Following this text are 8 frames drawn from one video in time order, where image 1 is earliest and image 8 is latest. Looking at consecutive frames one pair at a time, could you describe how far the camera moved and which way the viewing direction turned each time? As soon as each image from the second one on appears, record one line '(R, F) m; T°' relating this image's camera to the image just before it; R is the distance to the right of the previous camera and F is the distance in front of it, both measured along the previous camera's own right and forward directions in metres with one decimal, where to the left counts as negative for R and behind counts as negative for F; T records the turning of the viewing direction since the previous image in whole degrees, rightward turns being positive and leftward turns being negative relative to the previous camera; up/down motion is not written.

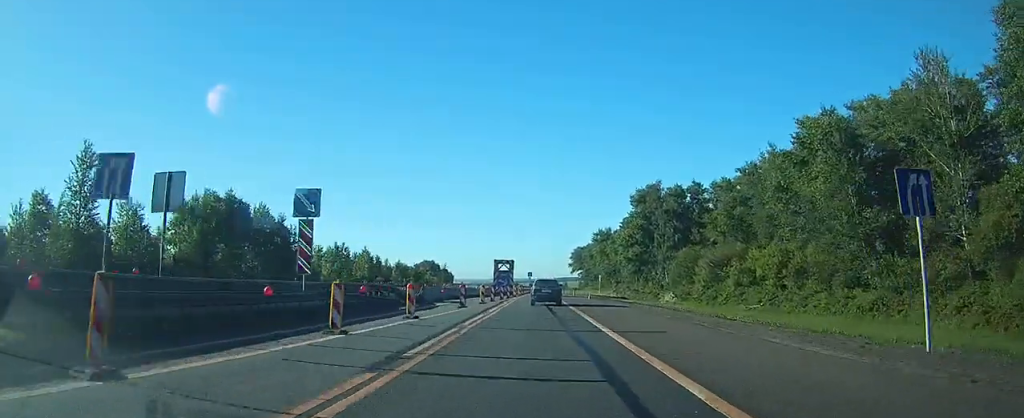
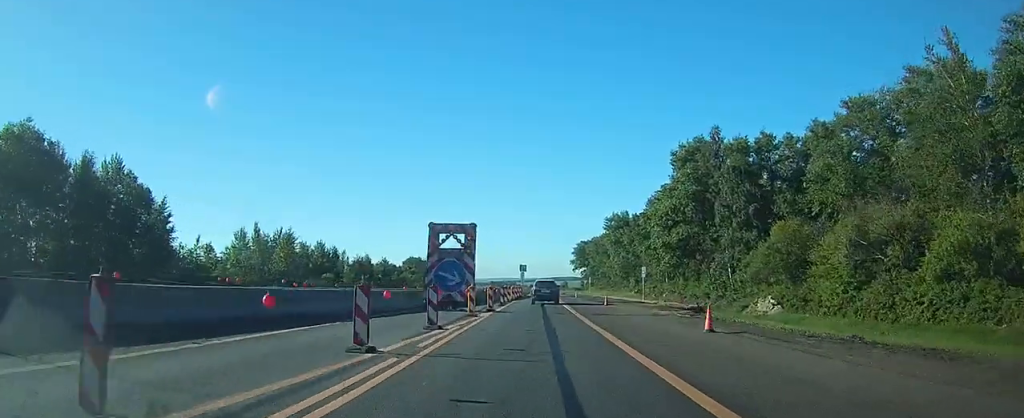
(-0.1, +39.1) m; 0°
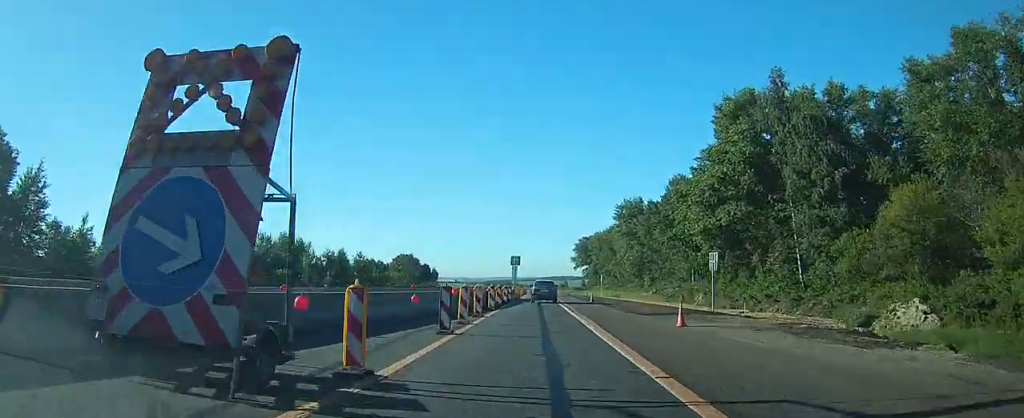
(0.0, +21.1) m; 0°
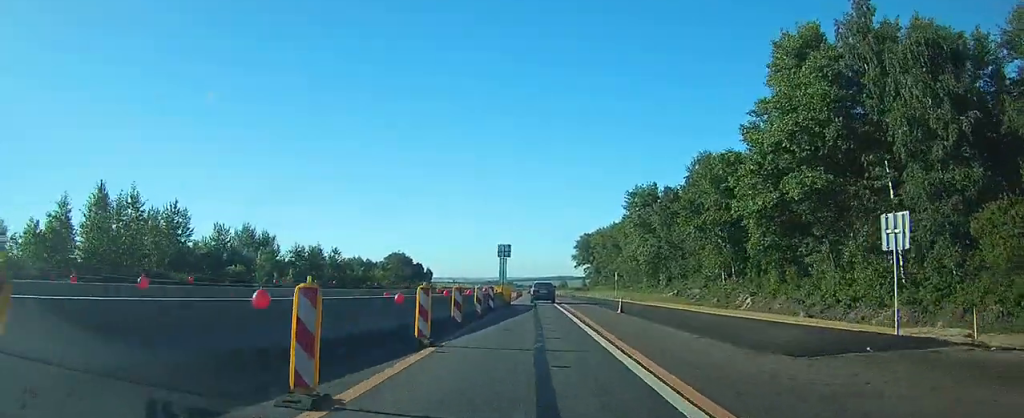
(0.0, +16.5) m; 0°
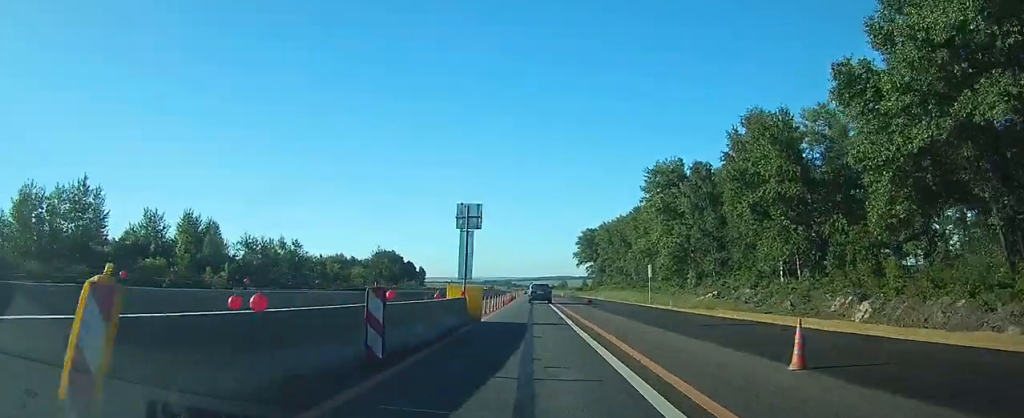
(0.0, +20.0) m; 0°
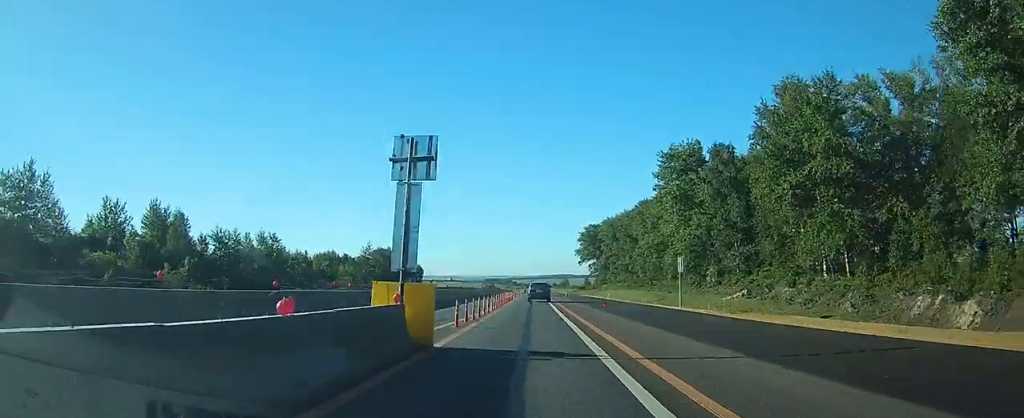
(0.0, +9.3) m; 0°
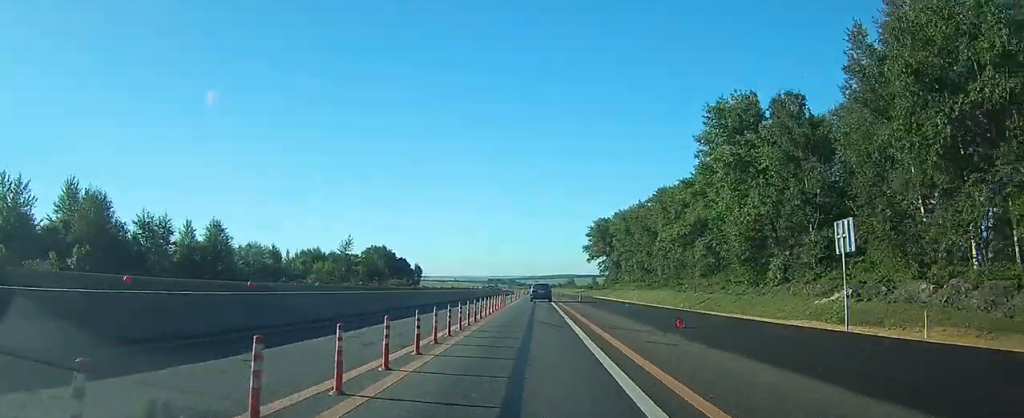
(0.0, +18.7) m; 0°
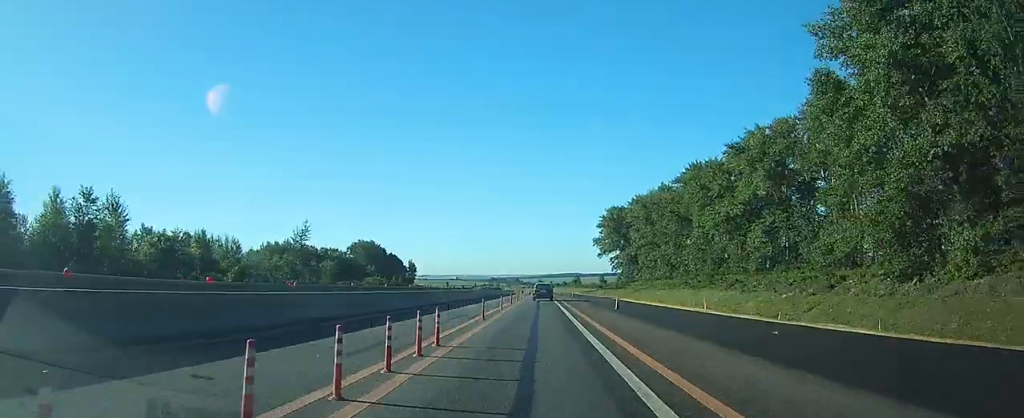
(-0.1, +25.6) m; 0°
